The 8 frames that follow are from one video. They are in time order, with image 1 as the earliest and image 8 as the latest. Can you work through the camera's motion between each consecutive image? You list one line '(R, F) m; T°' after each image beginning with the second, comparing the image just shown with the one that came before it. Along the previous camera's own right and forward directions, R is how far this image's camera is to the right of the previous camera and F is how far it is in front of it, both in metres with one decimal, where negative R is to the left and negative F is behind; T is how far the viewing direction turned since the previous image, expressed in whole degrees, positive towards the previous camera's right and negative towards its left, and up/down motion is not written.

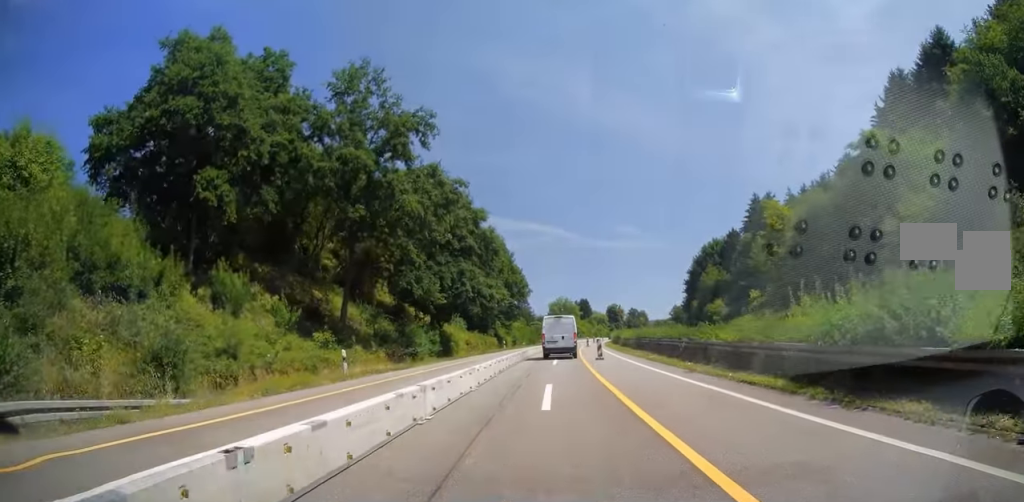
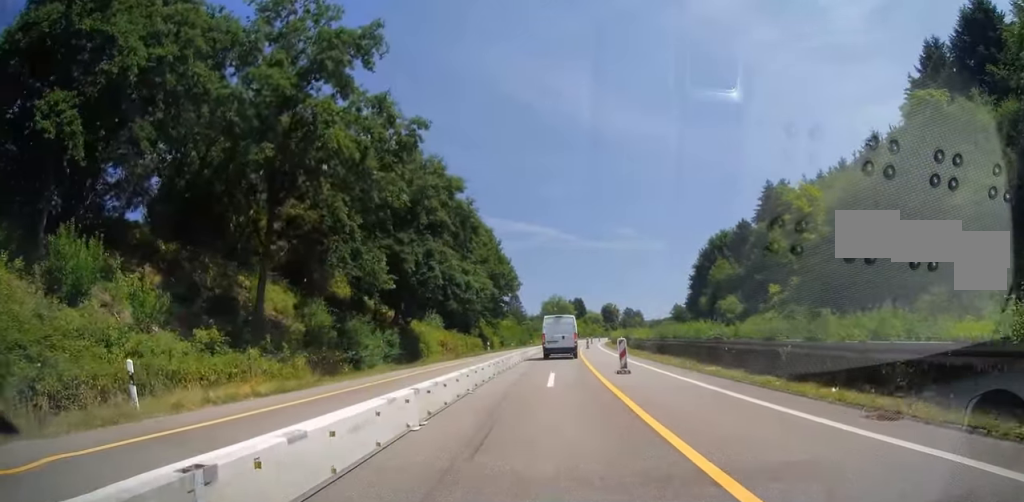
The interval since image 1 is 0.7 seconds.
(0.0, +12.5) m; +1°
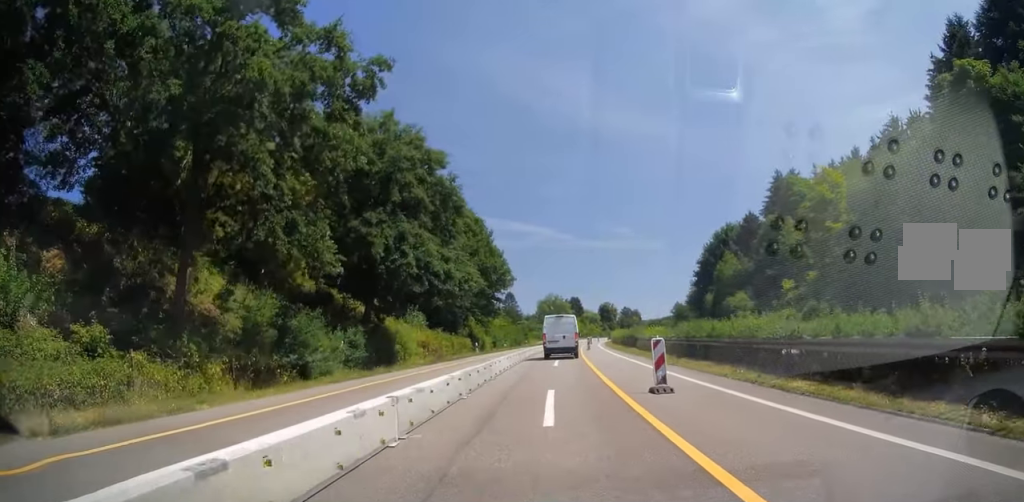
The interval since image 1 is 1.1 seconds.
(+0.3, +7.3) m; +1°
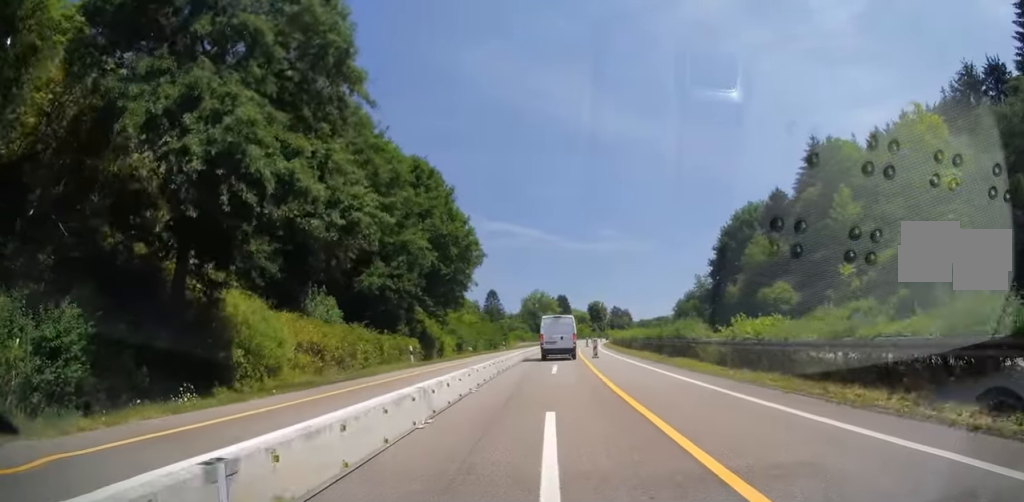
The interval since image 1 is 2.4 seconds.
(0.0, +22.2) m; +2°
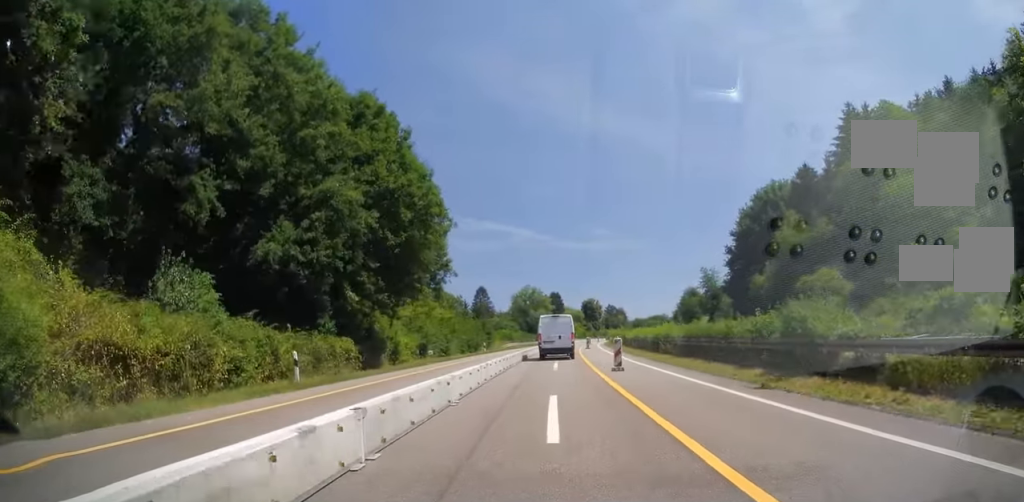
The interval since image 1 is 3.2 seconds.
(+0.6, +15.0) m; +1°
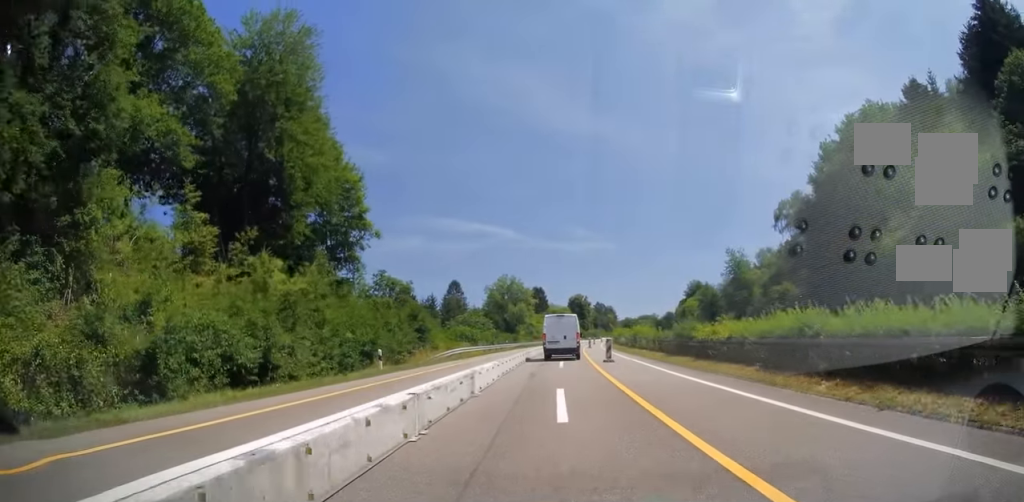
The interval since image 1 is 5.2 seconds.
(+0.2, +33.8) m; +2°
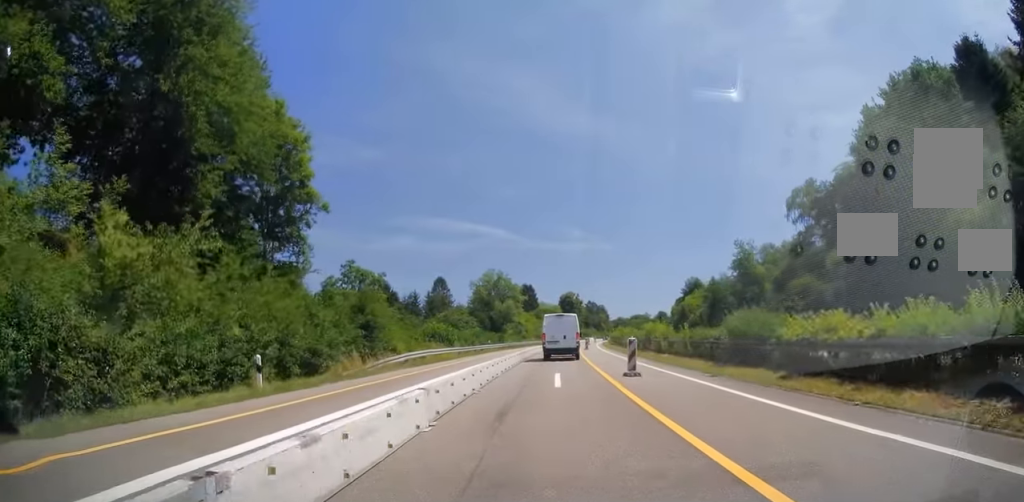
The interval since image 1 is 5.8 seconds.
(+0.1, +11.1) m; 0°
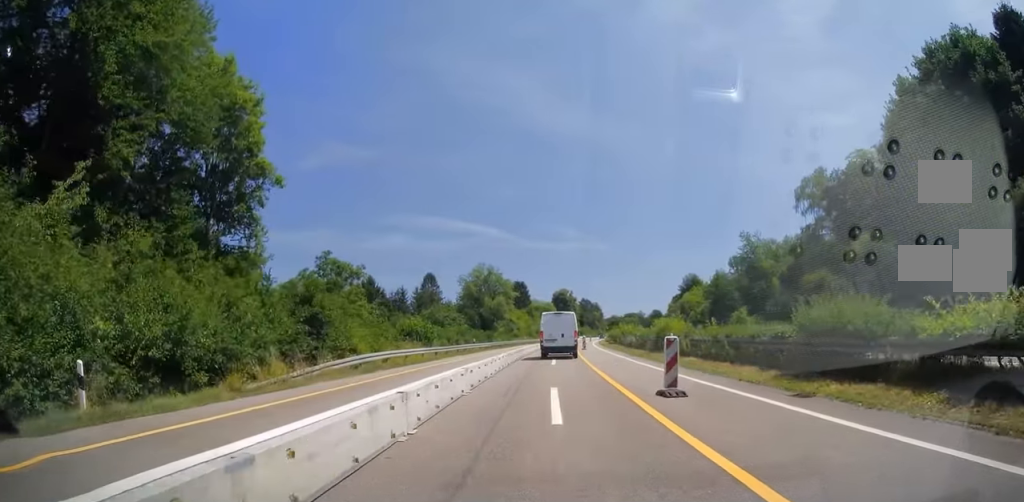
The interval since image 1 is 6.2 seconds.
(0.0, +7.0) m; 0°
